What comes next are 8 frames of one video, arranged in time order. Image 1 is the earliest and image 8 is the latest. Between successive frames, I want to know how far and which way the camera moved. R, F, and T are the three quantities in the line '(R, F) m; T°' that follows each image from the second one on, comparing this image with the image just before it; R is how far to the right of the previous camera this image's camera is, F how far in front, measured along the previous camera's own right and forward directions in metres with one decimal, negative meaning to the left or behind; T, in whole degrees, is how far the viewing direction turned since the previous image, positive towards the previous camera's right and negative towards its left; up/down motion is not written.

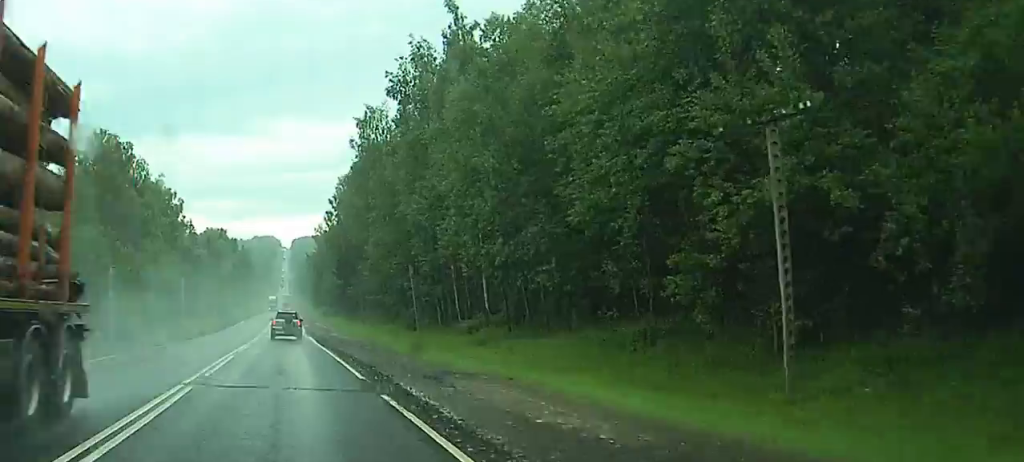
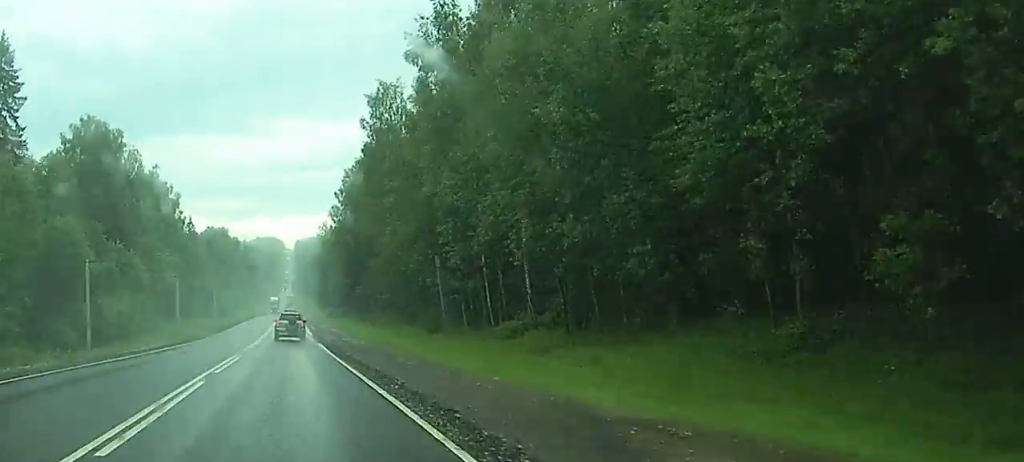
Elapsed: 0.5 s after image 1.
(0.0, +10.6) m; 0°
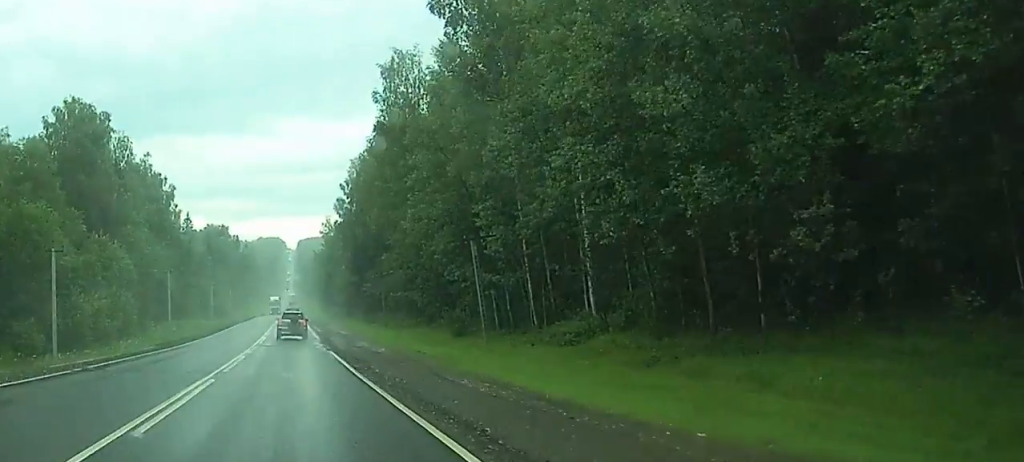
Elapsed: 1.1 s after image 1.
(0.0, +10.7) m; 0°
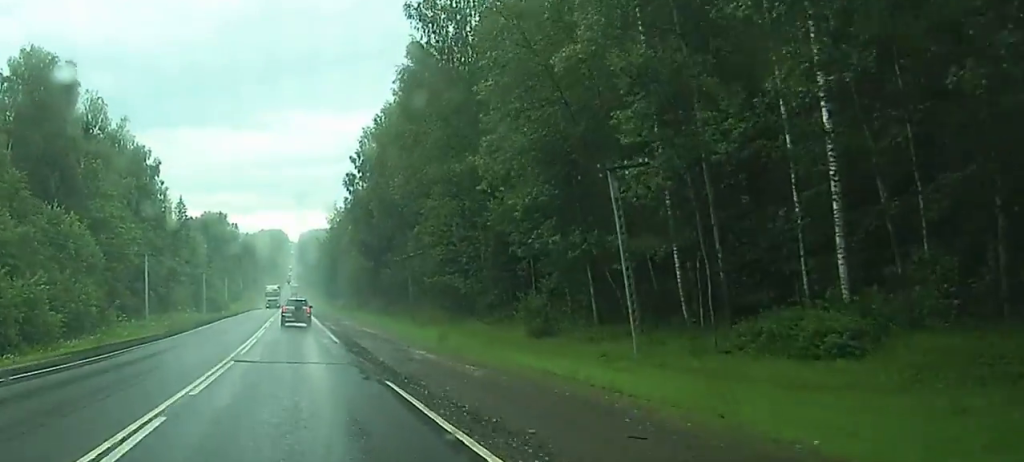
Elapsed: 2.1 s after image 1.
(+0.1, +20.1) m; 0°
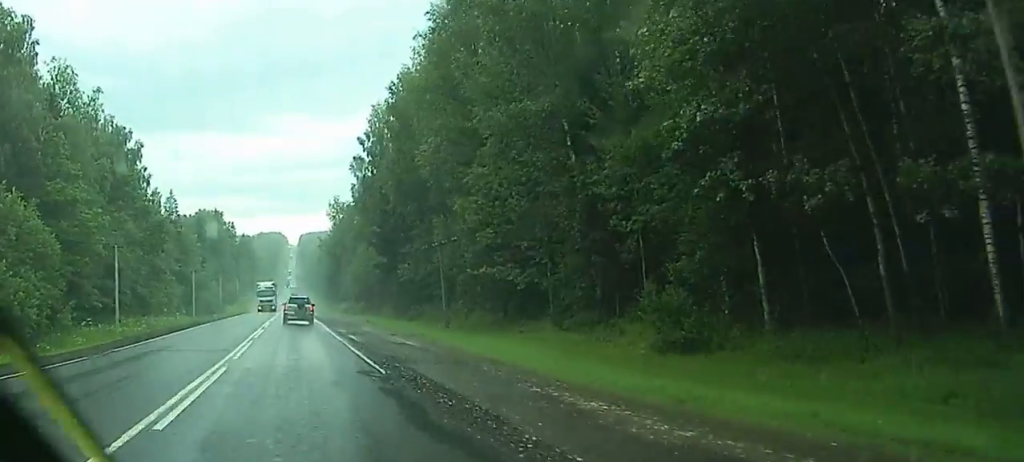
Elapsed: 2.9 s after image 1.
(0.0, +16.0) m; 0°
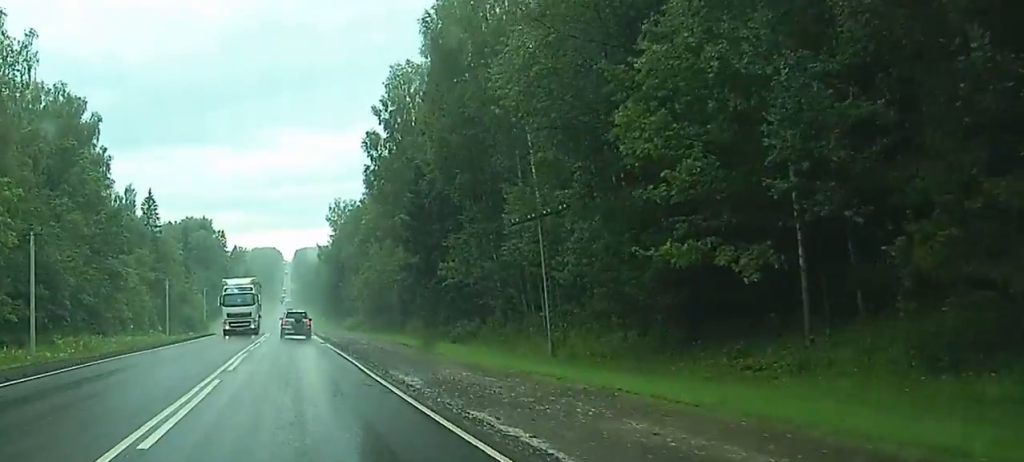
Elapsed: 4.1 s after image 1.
(-0.2, +24.8) m; 0°
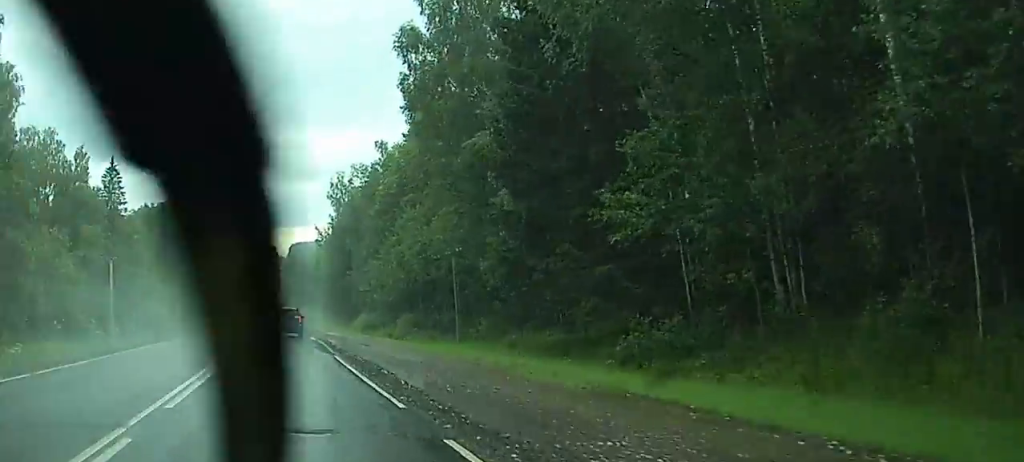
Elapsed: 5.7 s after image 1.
(+0.7, +32.3) m; +3°
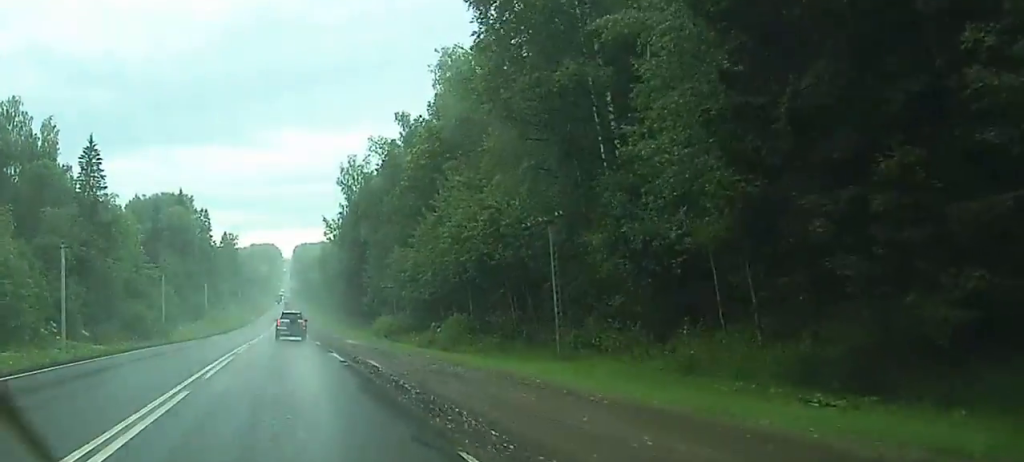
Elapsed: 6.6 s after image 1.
(+0.2, +19.0) m; +1°
